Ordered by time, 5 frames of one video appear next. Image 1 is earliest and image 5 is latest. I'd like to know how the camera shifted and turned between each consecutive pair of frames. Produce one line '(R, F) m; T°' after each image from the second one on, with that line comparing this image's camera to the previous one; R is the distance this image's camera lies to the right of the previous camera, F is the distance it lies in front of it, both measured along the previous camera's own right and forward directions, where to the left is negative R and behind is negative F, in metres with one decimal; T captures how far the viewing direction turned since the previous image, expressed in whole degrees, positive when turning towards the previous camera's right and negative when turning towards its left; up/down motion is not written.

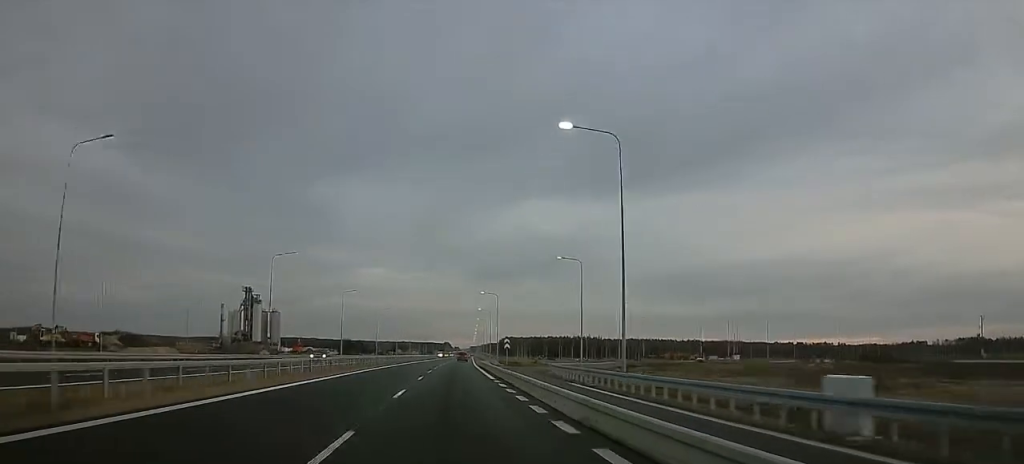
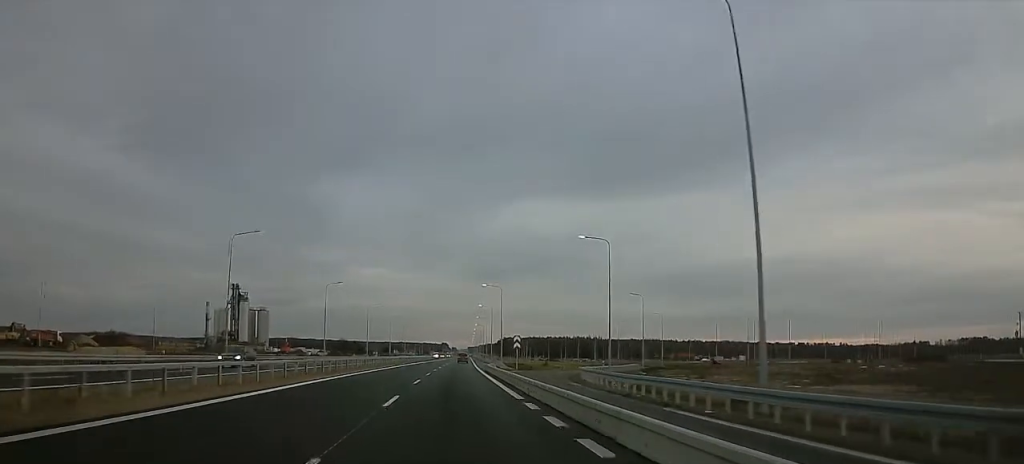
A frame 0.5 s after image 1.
(+0.3, +14.5) m; +1°
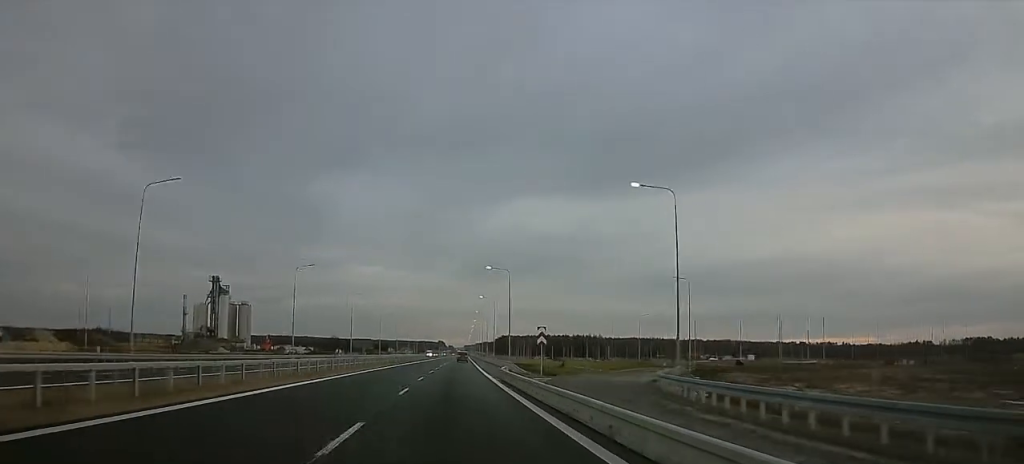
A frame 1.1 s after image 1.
(+0.1, +19.7) m; +1°
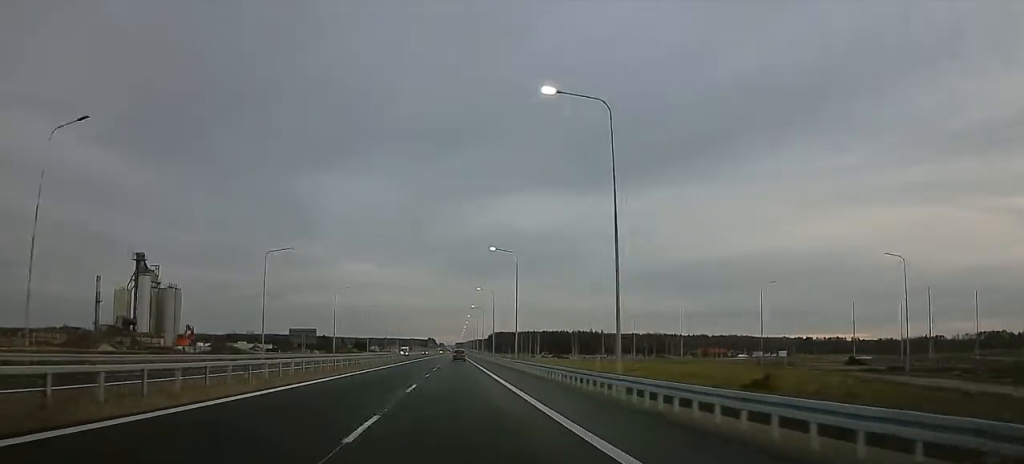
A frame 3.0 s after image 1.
(+0.8, +58.3) m; +1°
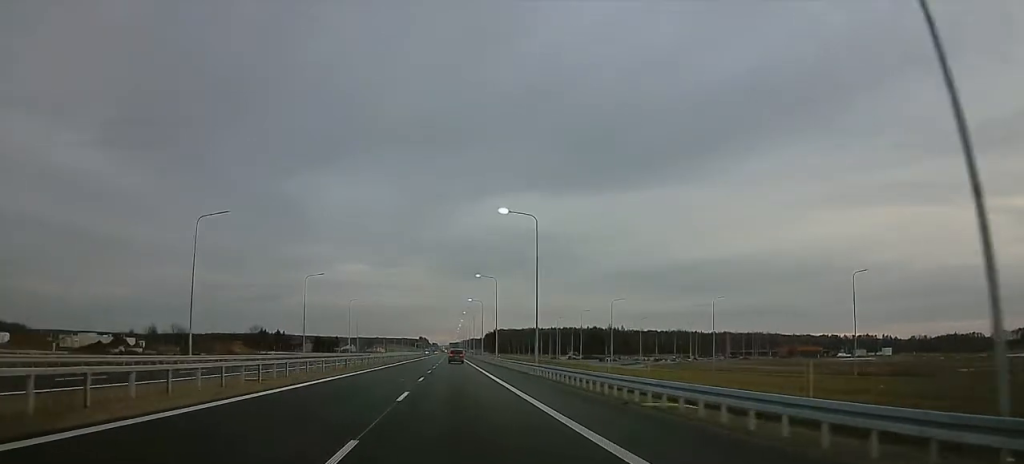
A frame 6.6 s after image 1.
(-1.4, +111.6) m; +1°
